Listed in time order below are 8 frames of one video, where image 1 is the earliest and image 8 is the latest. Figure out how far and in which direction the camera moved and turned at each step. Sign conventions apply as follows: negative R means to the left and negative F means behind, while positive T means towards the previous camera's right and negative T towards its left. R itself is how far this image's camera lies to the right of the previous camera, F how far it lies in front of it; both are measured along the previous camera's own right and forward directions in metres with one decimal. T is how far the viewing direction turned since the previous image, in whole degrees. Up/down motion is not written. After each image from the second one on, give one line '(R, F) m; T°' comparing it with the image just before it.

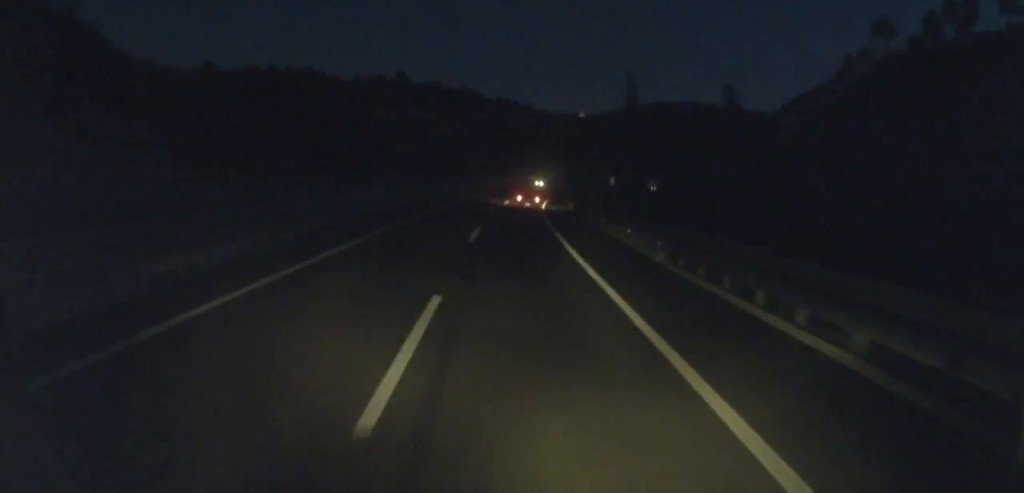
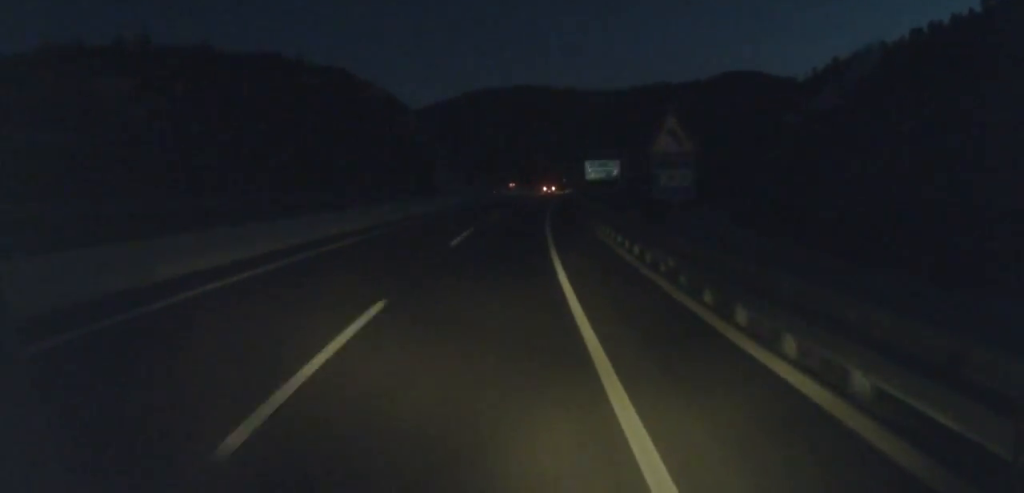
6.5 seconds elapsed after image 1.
(+11.1, +157.0) m; +11°
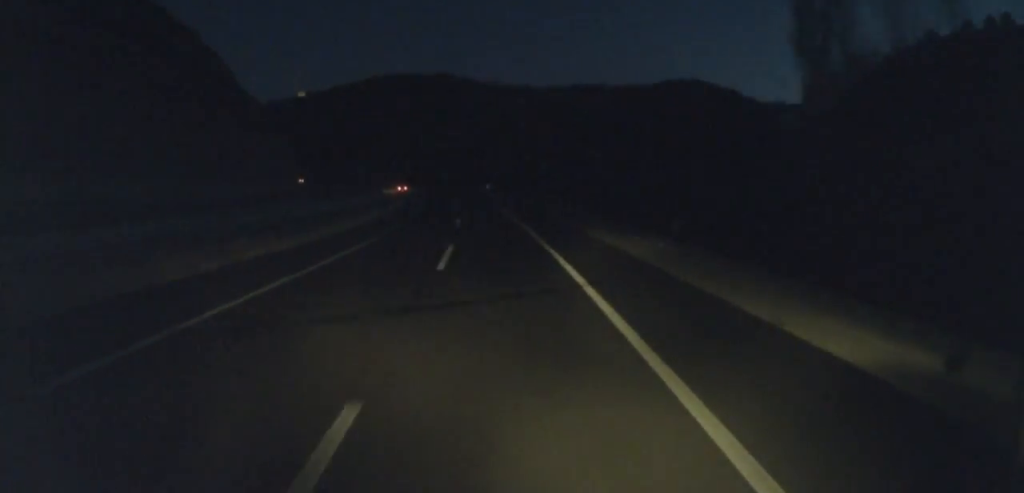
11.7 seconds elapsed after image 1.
(+11.7, +128.9) m; +6°
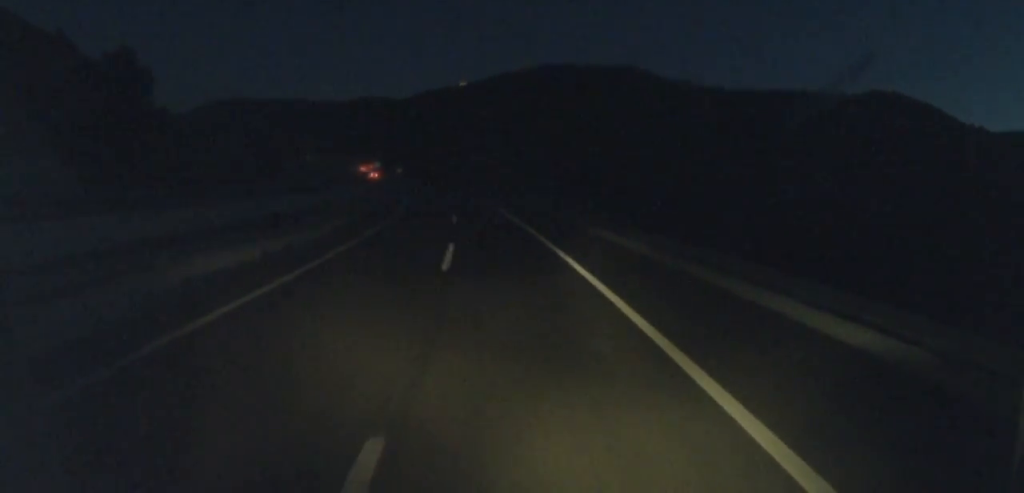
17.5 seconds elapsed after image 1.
(-4.3, +139.2) m; -10°
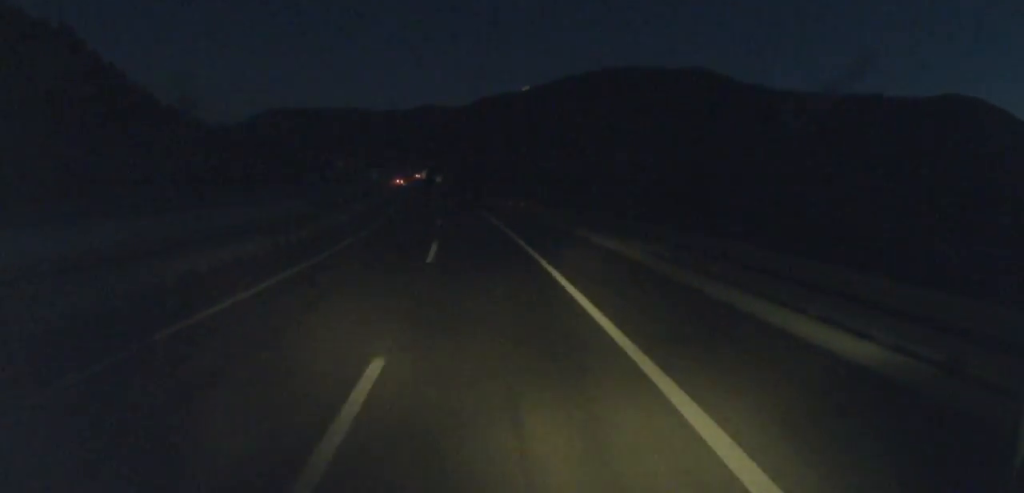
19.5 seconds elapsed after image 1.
(-1.1, +47.2) m; -6°
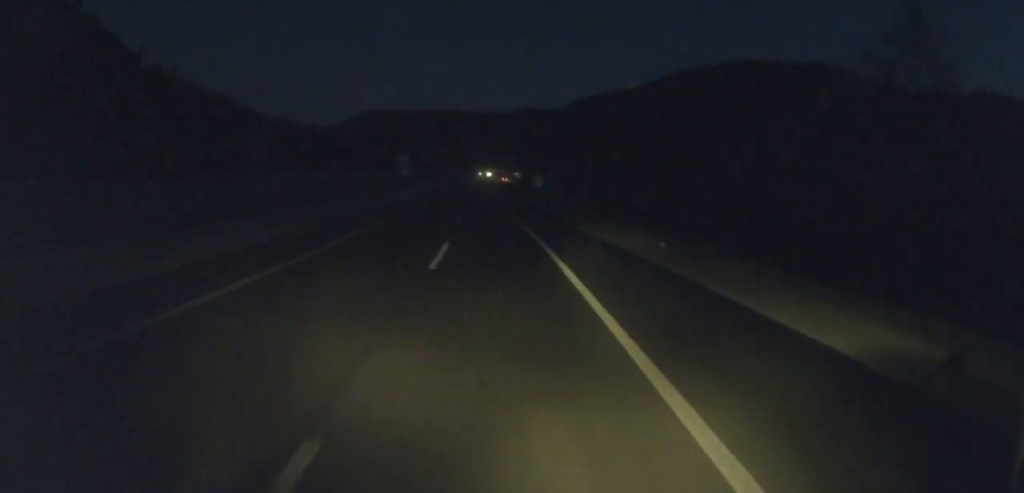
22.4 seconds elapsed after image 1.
(-6.4, +67.8) m; -9°
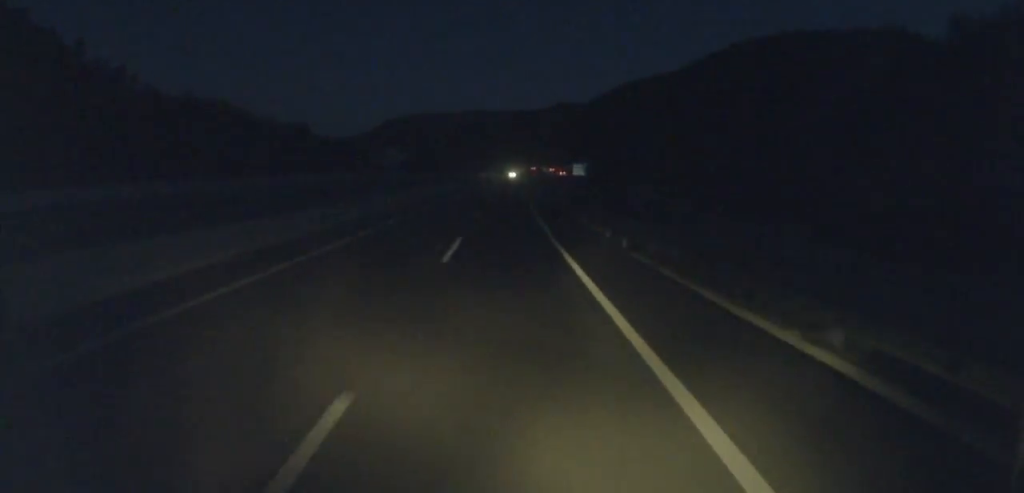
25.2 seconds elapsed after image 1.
(-4.8, +63.6) m; -3°
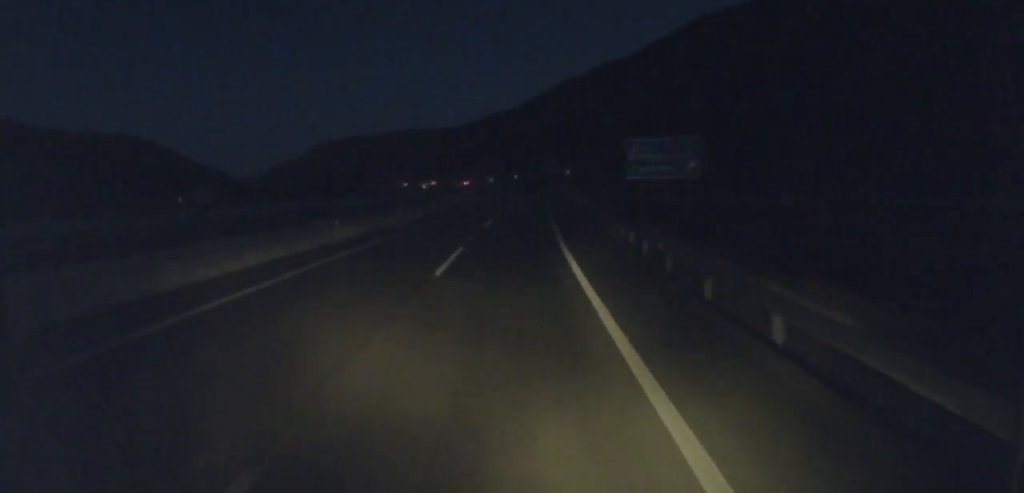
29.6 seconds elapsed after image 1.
(-1.4, +99.6) m; +2°
